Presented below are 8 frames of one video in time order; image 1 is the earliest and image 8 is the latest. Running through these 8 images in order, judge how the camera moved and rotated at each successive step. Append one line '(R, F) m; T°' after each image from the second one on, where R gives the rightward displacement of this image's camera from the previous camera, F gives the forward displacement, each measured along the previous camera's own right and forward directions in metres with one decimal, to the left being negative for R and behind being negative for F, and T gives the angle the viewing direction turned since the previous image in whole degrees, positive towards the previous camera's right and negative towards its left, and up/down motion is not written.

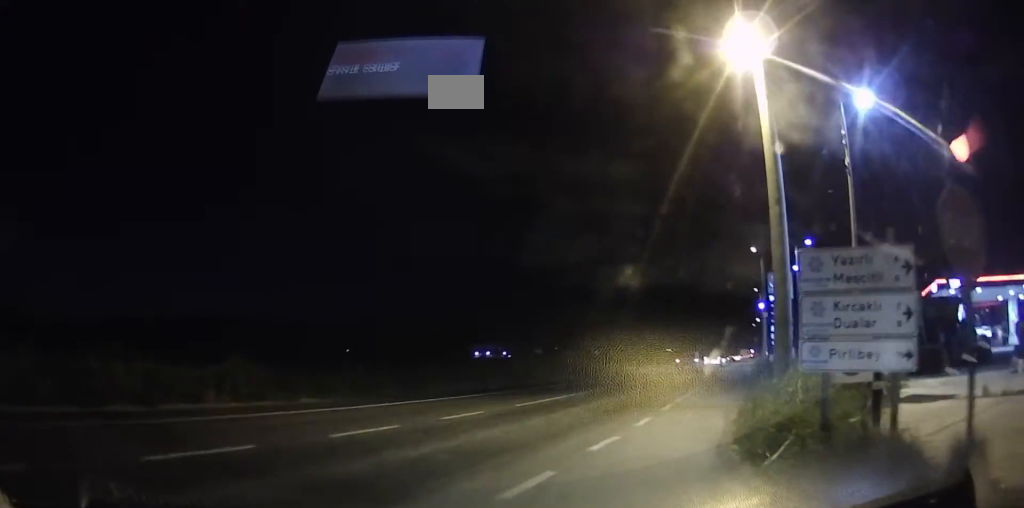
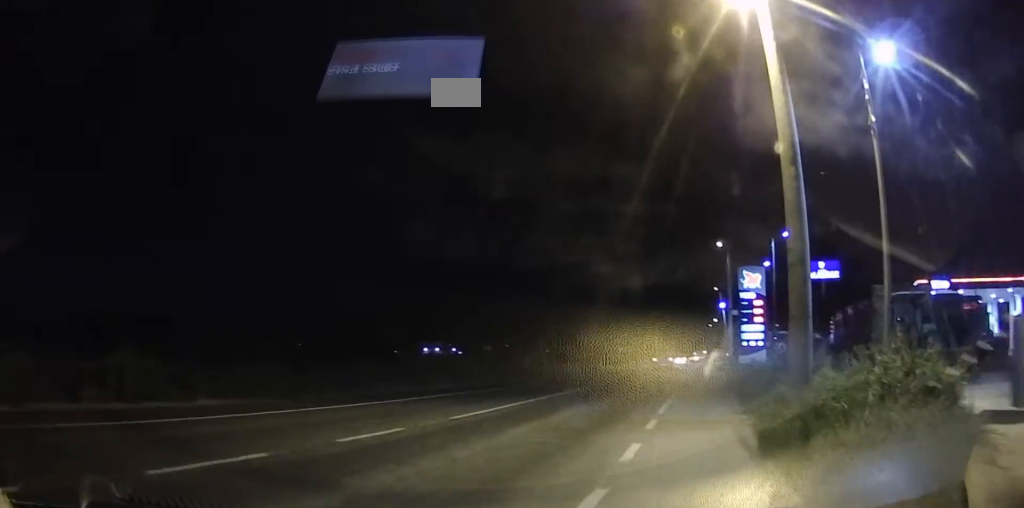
(+0.1, +2.7) m; +5°
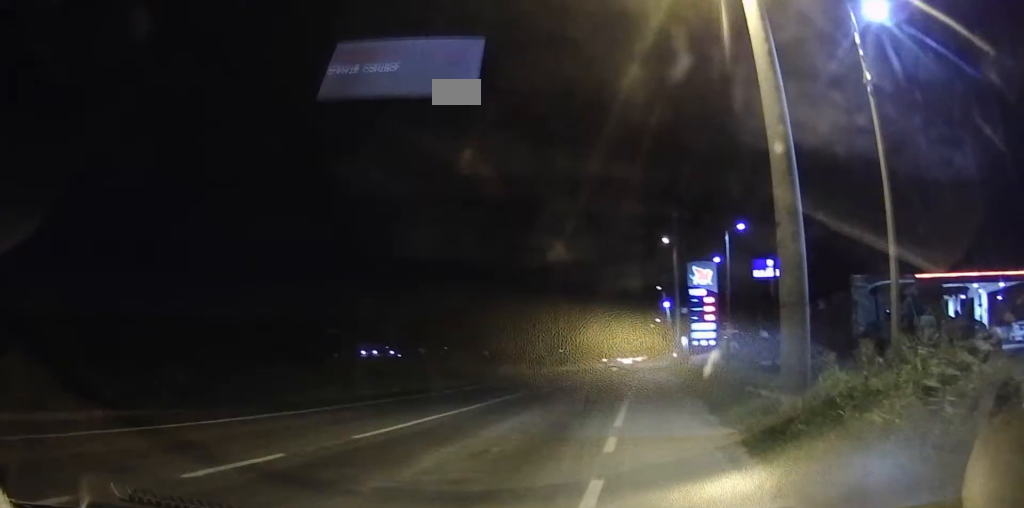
(0.0, +1.7) m; +3°
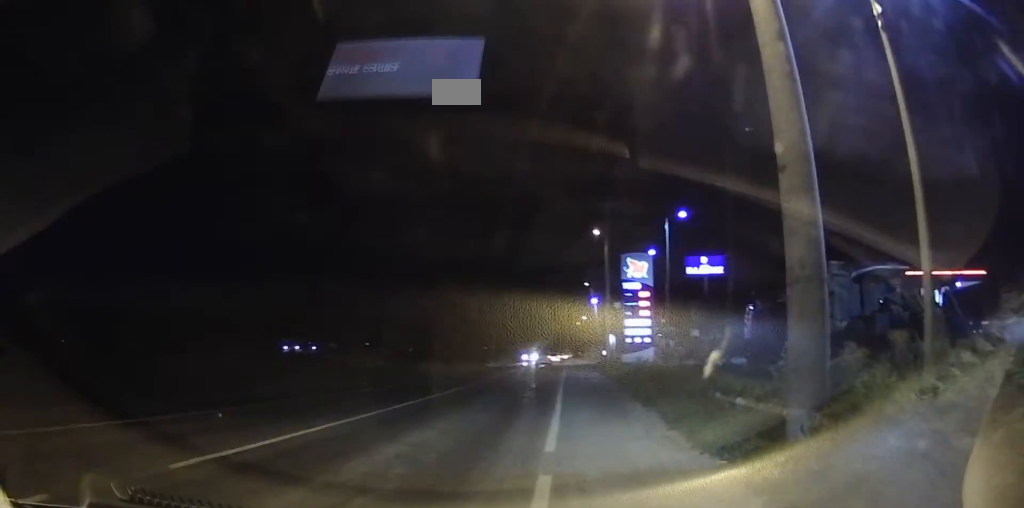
(+0.1, +2.4) m; +6°
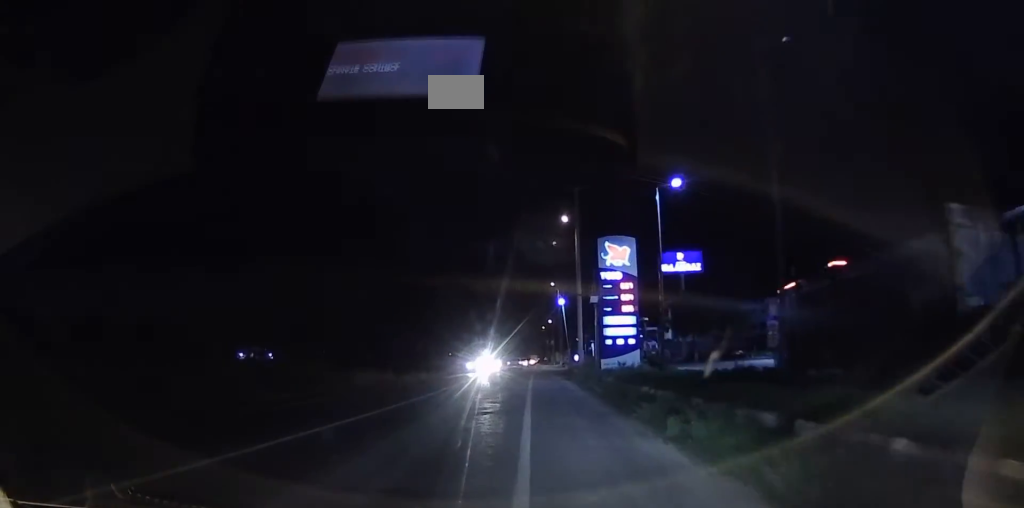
(+0.6, +5.1) m; +10°
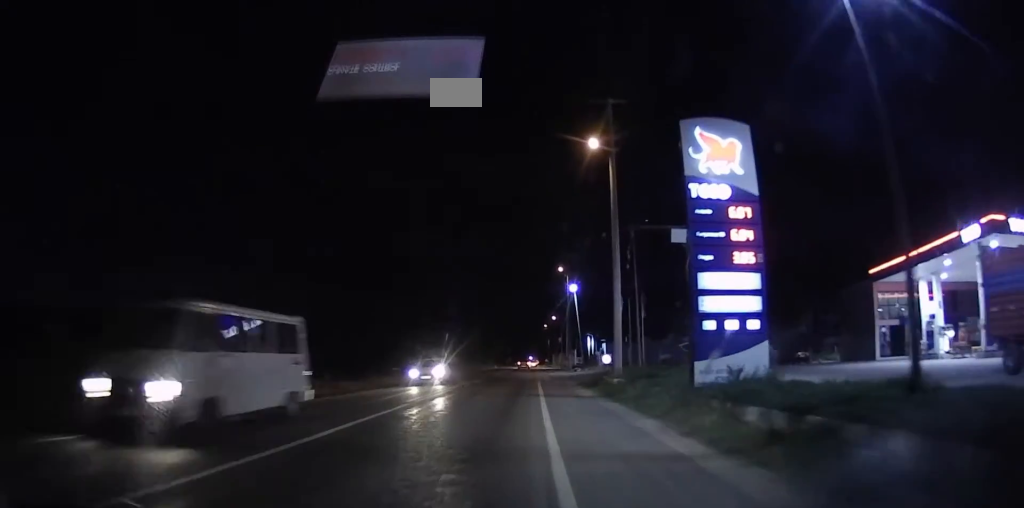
(-0.3, +12.5) m; -5°
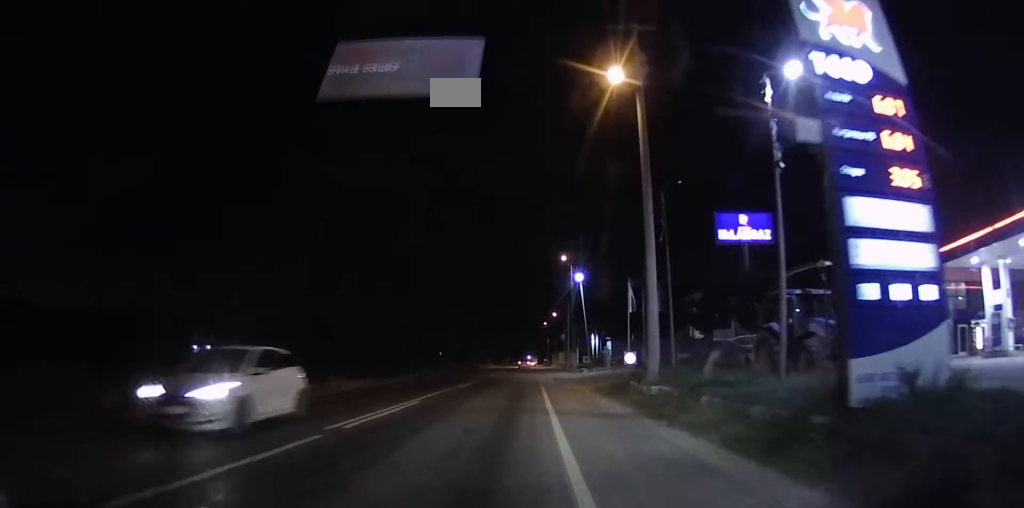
(-0.2, +5.7) m; +3°
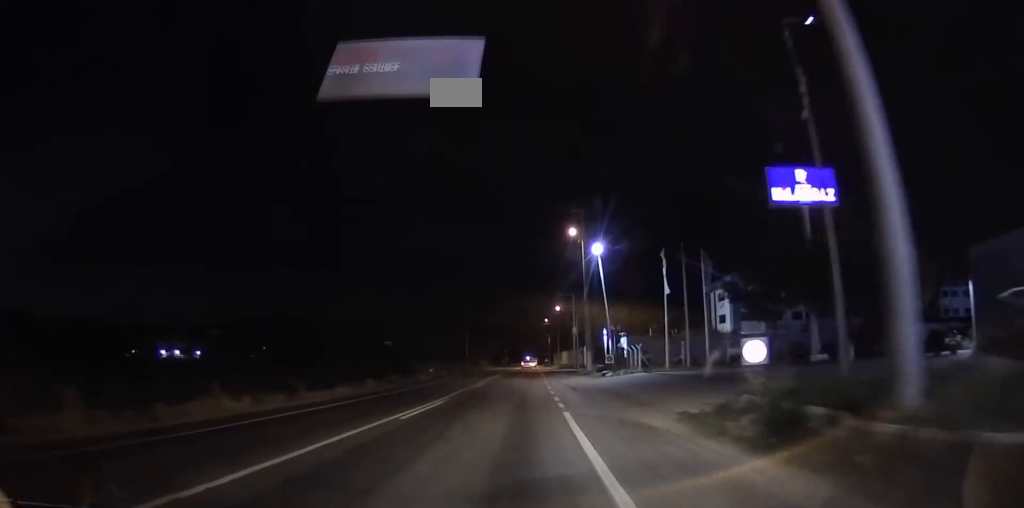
(+1.3, +11.3) m; +2°
